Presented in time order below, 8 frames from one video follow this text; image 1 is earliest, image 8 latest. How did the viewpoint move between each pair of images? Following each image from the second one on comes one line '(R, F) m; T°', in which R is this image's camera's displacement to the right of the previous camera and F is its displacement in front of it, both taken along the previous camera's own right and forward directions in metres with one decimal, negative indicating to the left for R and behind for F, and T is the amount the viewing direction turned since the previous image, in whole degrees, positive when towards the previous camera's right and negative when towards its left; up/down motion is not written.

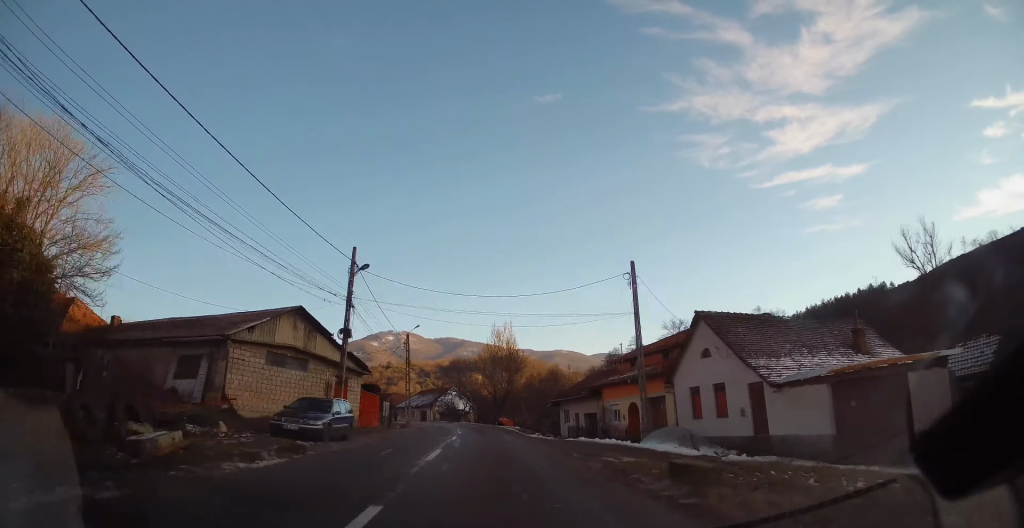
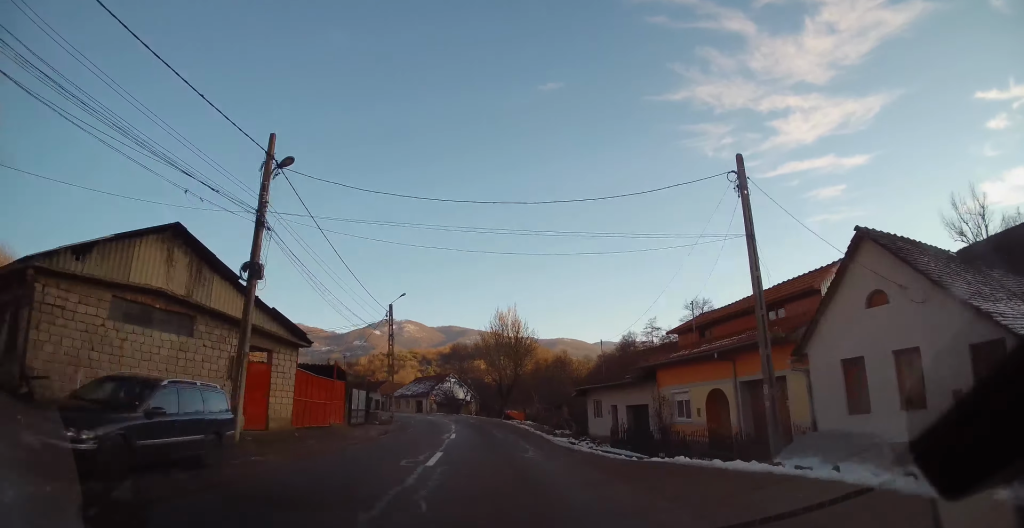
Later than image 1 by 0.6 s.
(0.0, +10.1) m; 0°
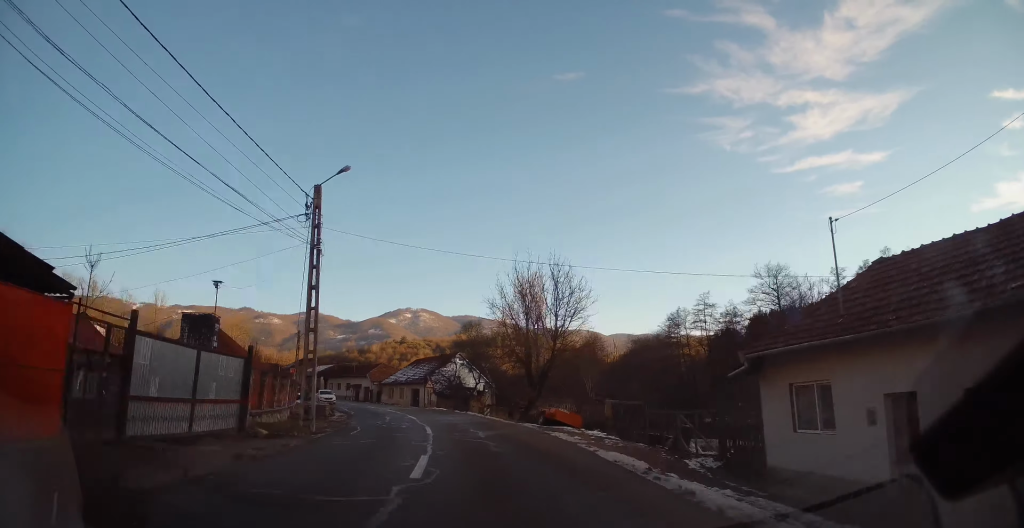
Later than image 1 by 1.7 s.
(0.0, +20.2) m; -4°
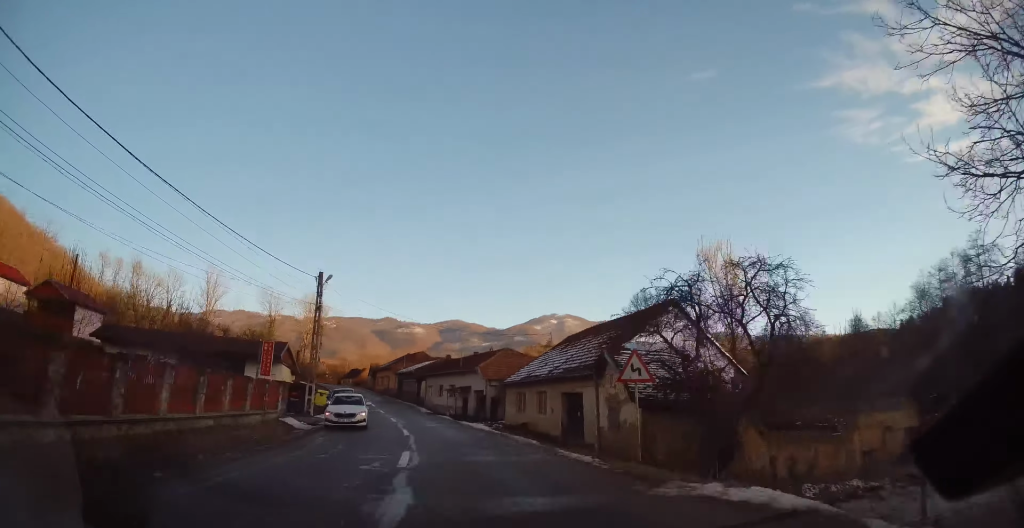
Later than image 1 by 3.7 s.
(-5.0, +34.3) m; -16°
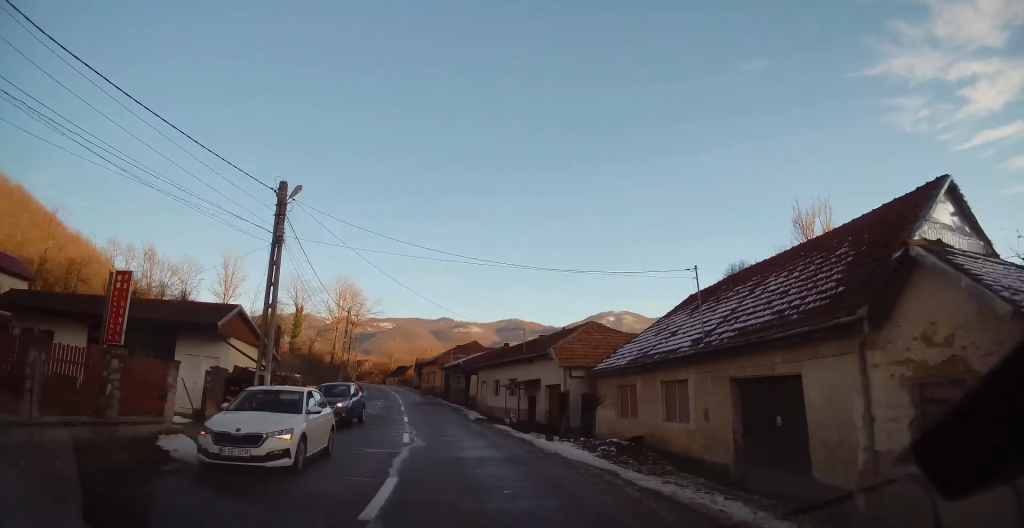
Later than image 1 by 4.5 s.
(-0.8, +14.0) m; -5°
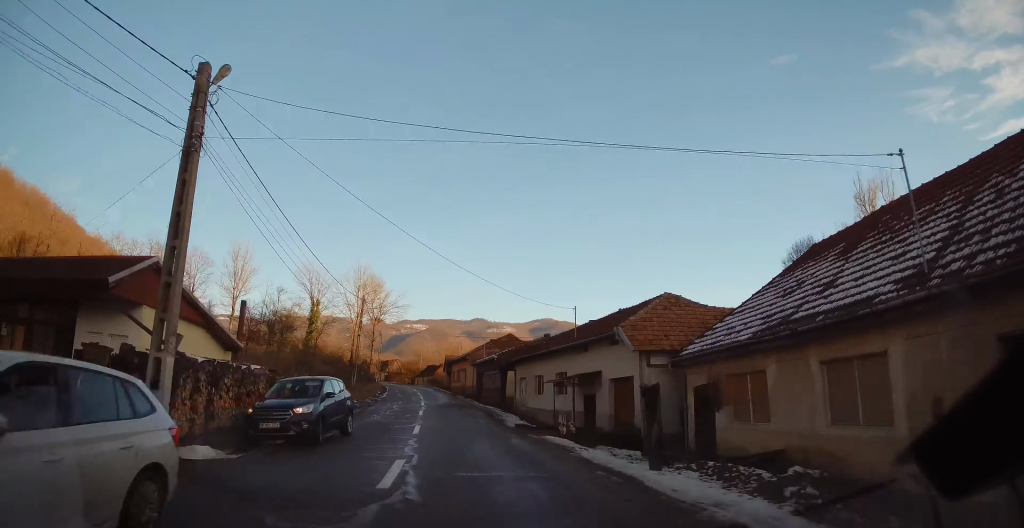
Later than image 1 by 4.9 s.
(-0.1, +7.7) m; -2°
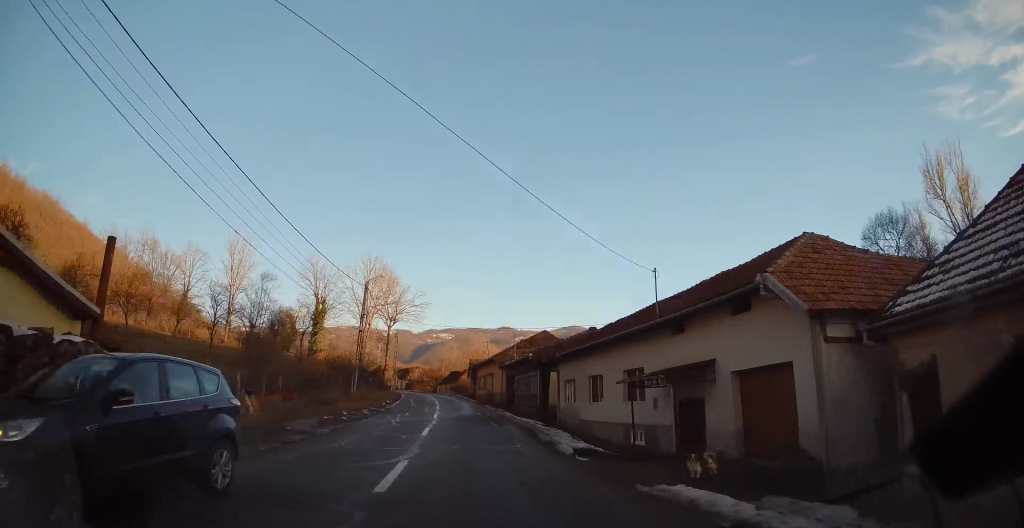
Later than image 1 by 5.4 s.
(-0.3, +9.0) m; -2°
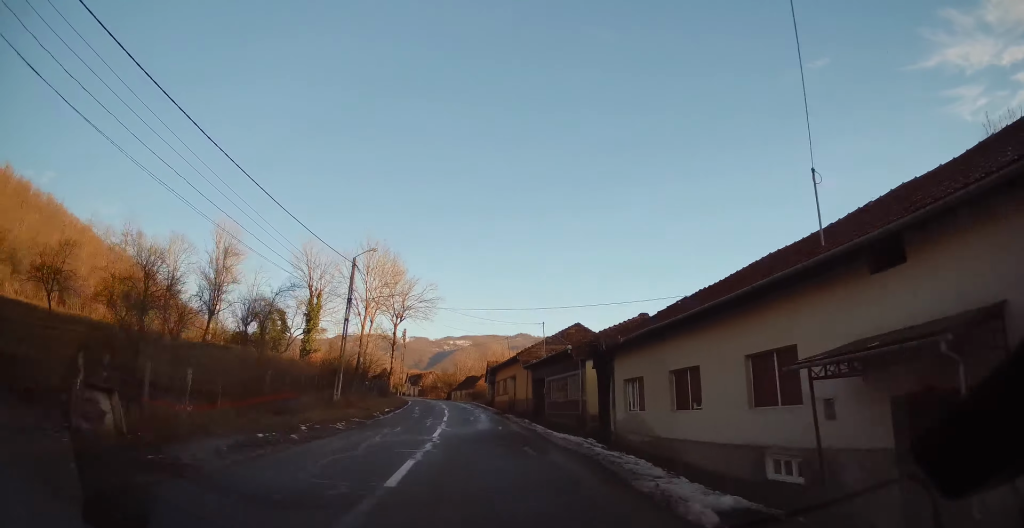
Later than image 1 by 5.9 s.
(-0.1, +8.4) m; -2°
